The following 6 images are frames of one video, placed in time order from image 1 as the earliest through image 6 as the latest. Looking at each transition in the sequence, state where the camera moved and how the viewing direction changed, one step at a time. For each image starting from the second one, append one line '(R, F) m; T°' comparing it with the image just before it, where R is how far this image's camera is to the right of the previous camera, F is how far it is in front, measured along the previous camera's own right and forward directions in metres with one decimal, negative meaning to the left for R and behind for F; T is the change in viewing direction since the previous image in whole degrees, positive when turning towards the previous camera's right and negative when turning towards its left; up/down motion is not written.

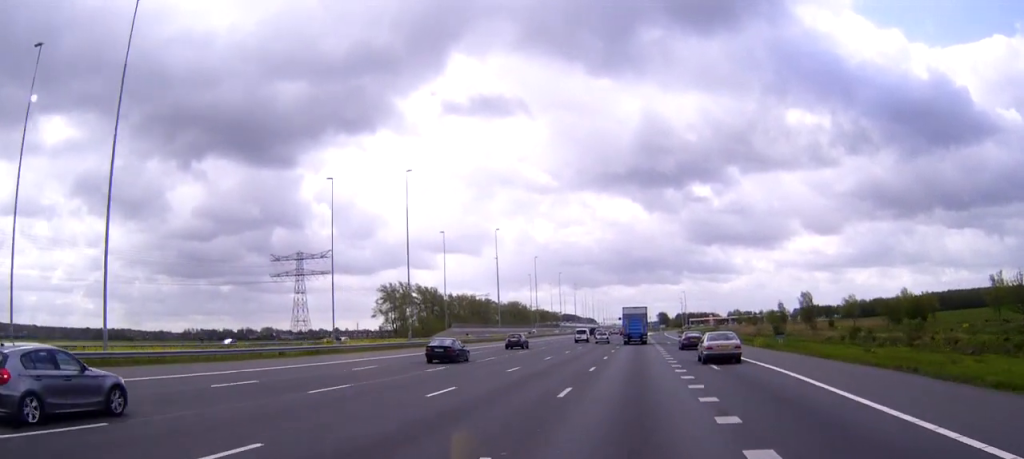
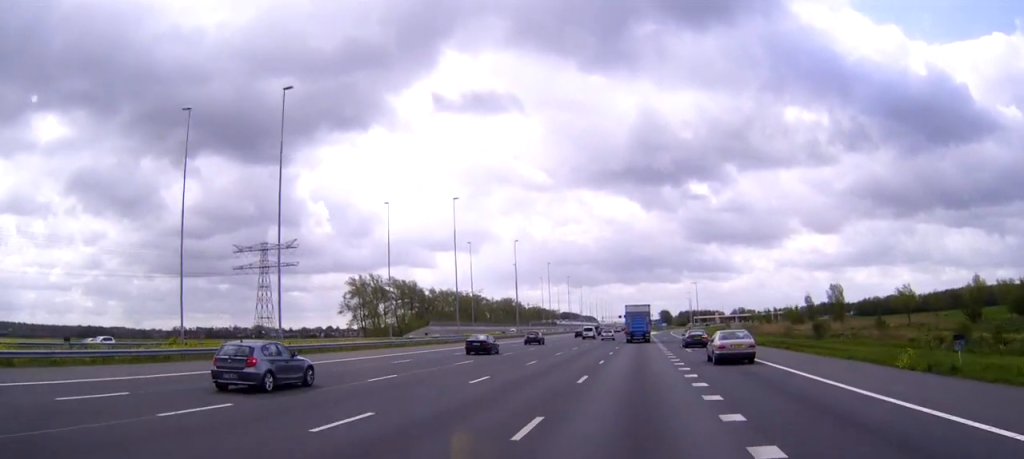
(0.0, +31.3) m; 0°
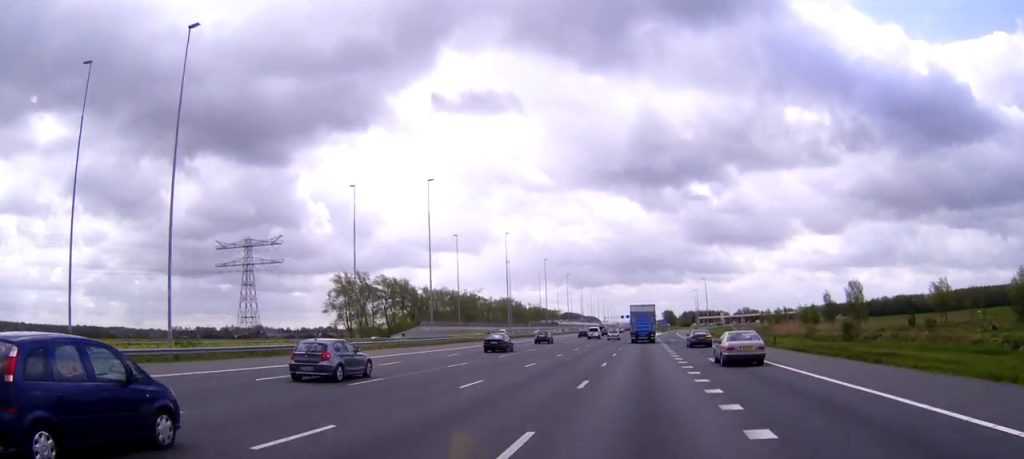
(0.0, +14.2) m; 0°
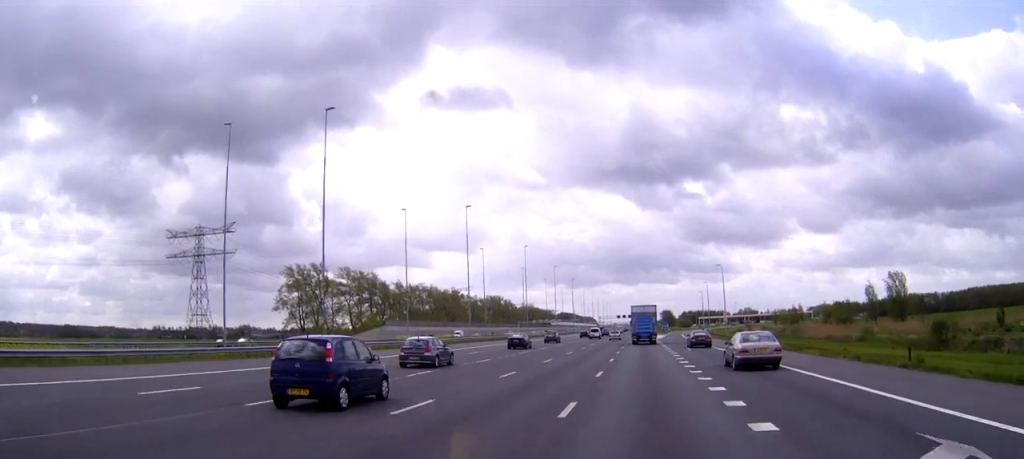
(-0.1, +30.6) m; 0°
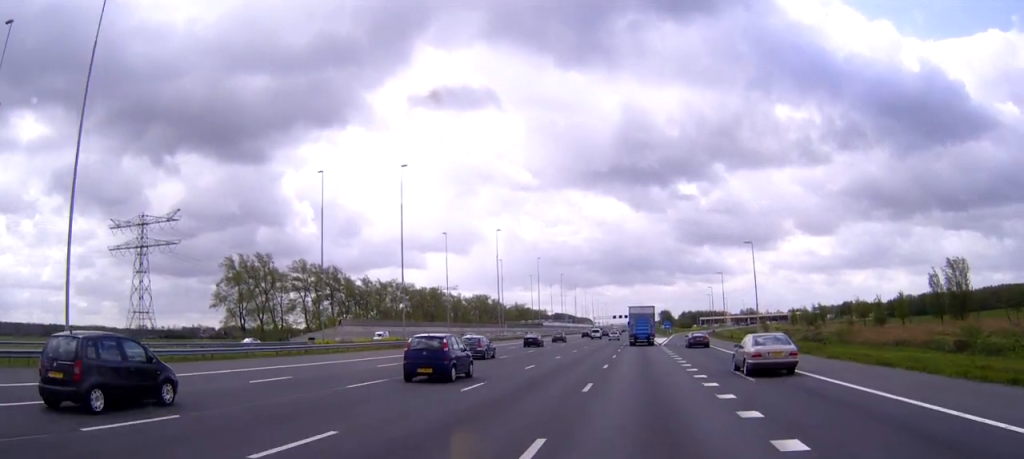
(+0.1, +29.8) m; 0°
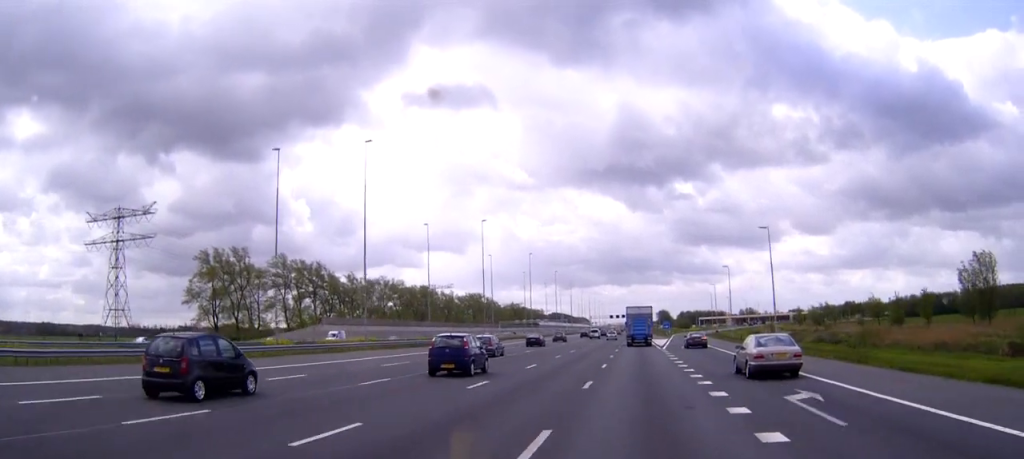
(0.0, +10.7) m; 0°
